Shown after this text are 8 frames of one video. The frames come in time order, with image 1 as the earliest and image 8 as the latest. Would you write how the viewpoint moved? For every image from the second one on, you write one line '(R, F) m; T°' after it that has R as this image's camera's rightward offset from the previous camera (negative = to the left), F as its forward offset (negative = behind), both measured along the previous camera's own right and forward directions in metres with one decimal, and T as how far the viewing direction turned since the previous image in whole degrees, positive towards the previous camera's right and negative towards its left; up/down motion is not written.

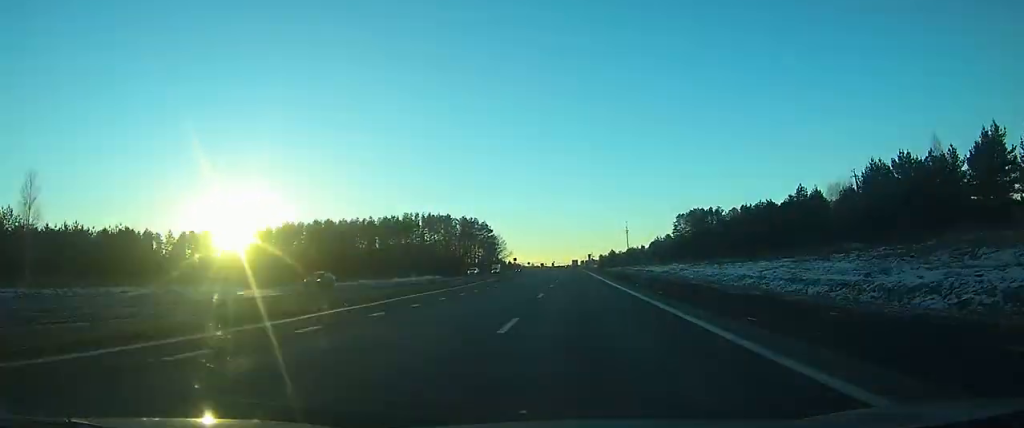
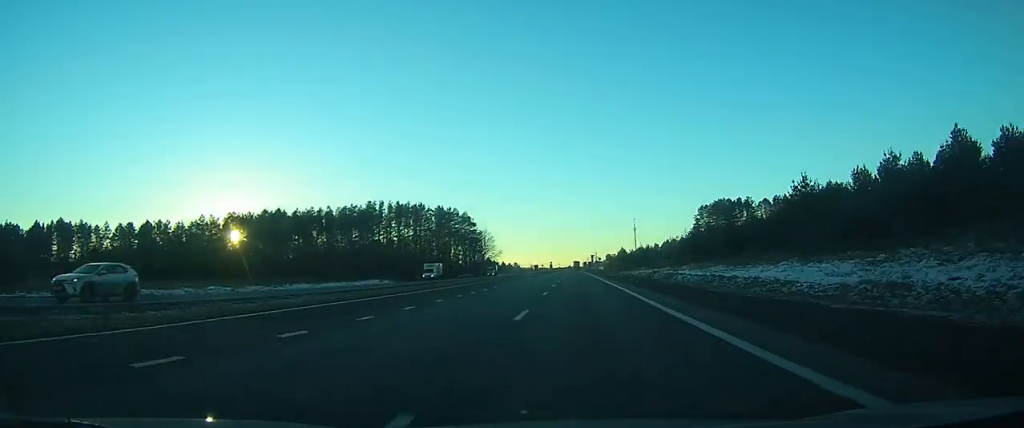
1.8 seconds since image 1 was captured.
(+0.2, +43.4) m; 0°
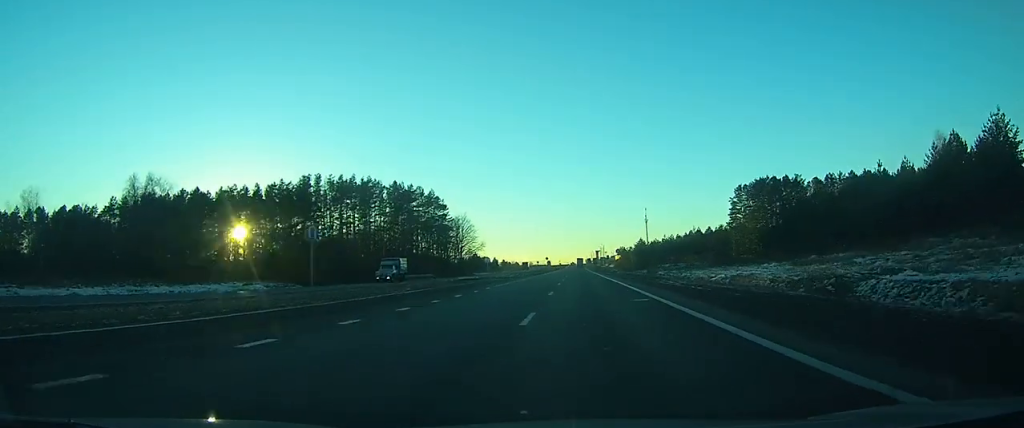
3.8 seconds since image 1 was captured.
(-0.1, +47.6) m; 0°
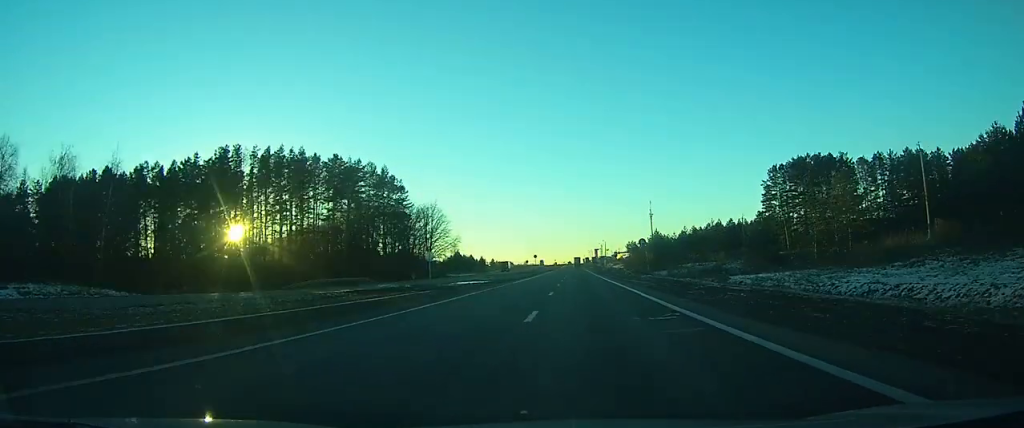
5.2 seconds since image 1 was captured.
(0.0, +35.0) m; 0°
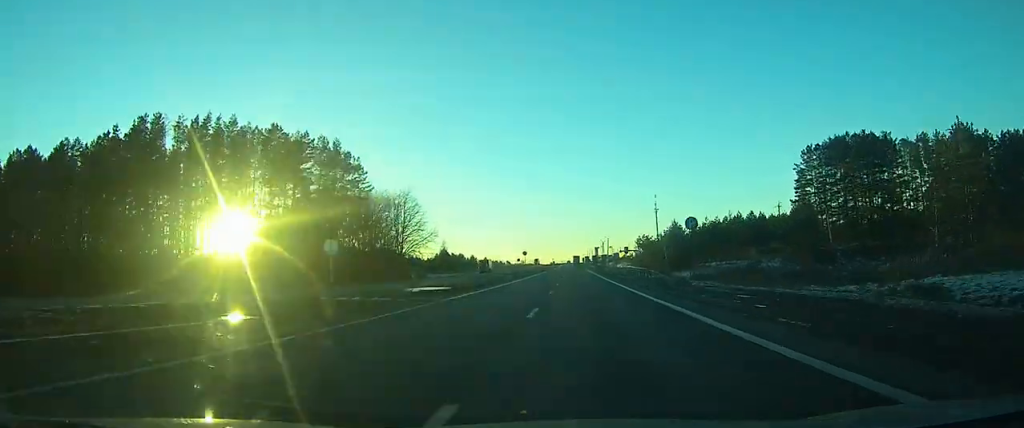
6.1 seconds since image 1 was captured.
(0.0, +24.0) m; 0°
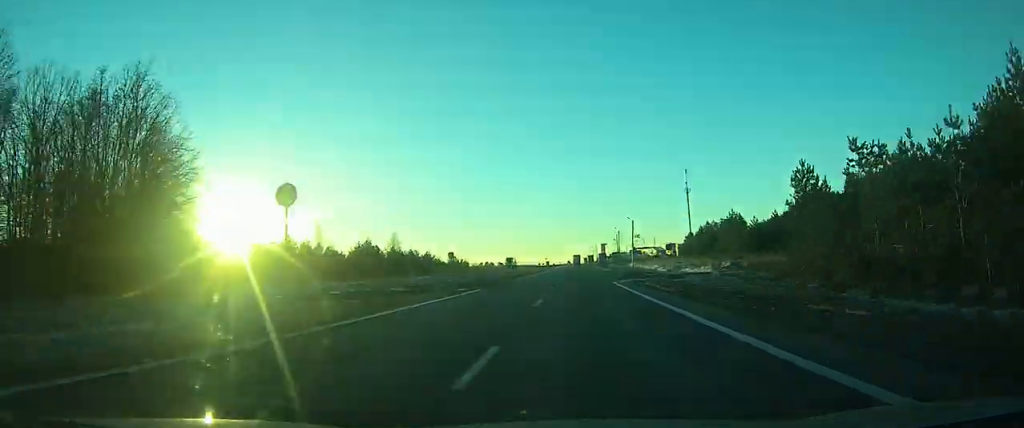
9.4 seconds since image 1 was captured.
(-0.1, +82.3) m; 0°
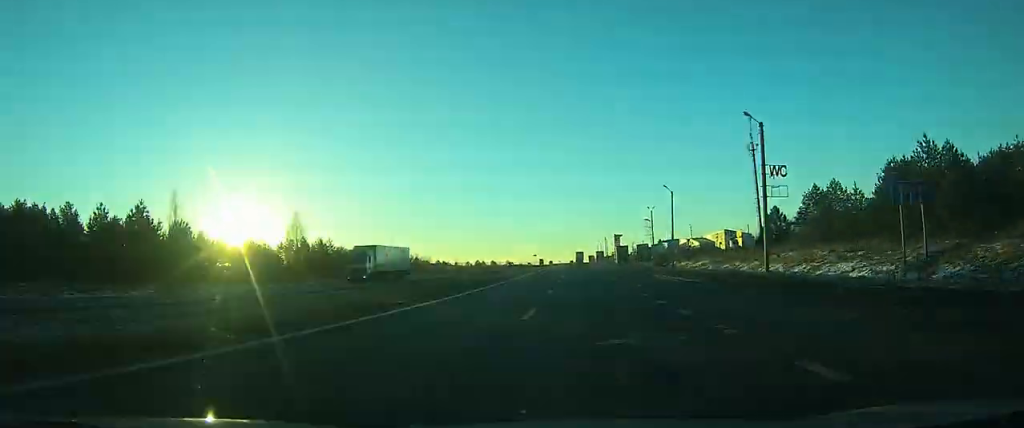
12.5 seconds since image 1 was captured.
(-0.1, +74.7) m; 0°
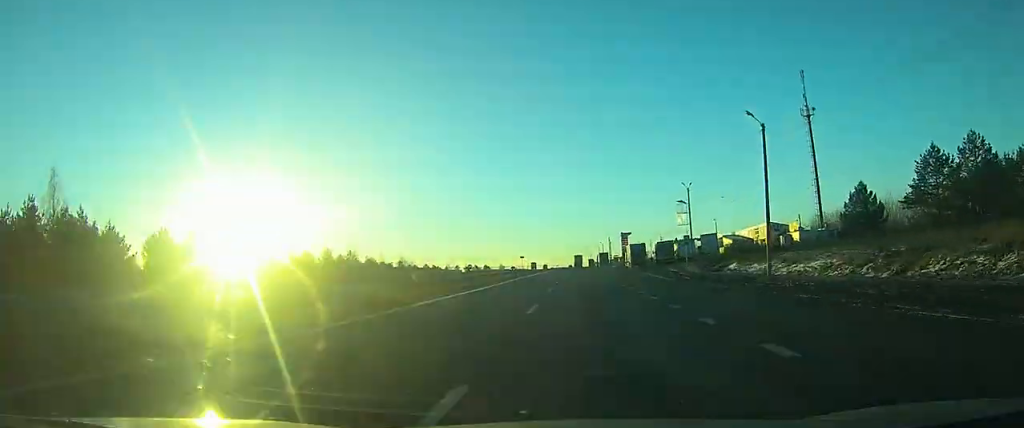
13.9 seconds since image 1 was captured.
(+0.2, +32.8) m; 0°
